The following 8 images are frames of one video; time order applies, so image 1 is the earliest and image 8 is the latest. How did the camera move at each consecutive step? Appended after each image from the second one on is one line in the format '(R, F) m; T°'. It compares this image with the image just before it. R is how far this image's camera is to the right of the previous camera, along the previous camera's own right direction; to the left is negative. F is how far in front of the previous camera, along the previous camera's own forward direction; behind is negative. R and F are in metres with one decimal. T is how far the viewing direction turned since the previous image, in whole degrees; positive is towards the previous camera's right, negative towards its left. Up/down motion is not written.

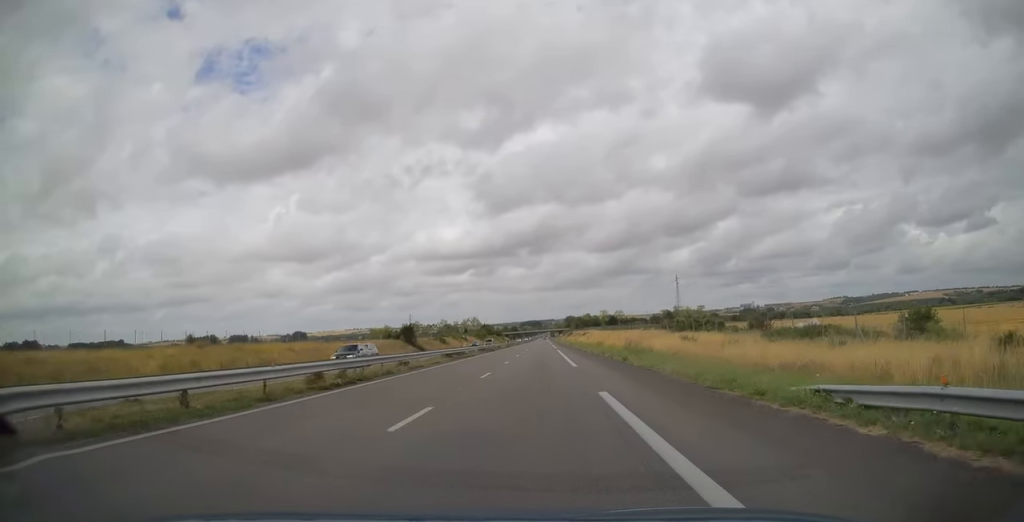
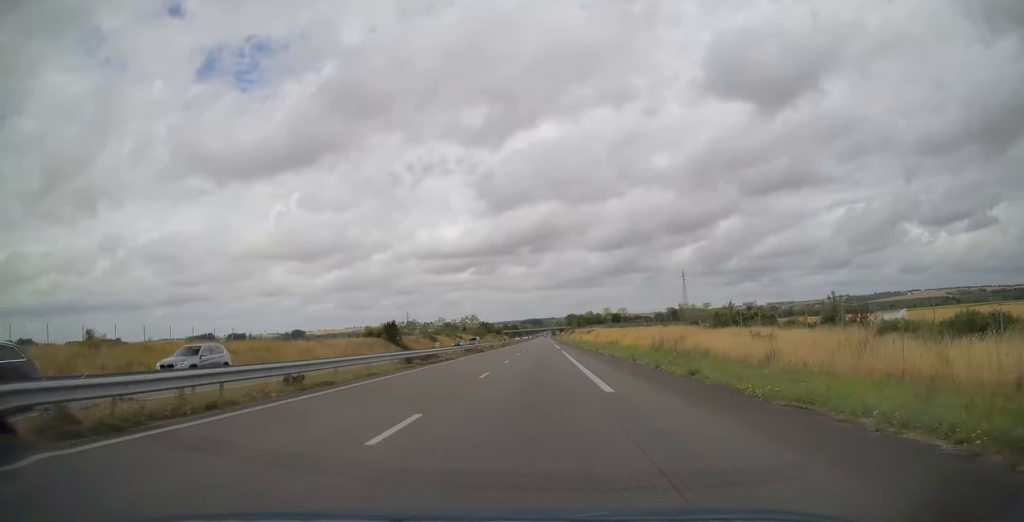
(0.0, +14.4) m; 0°
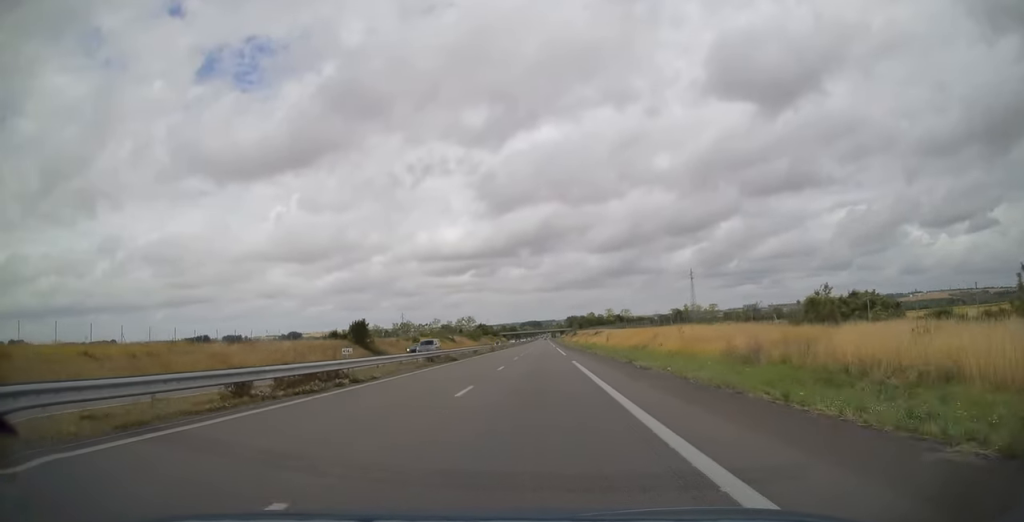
(0.0, +18.7) m; 0°
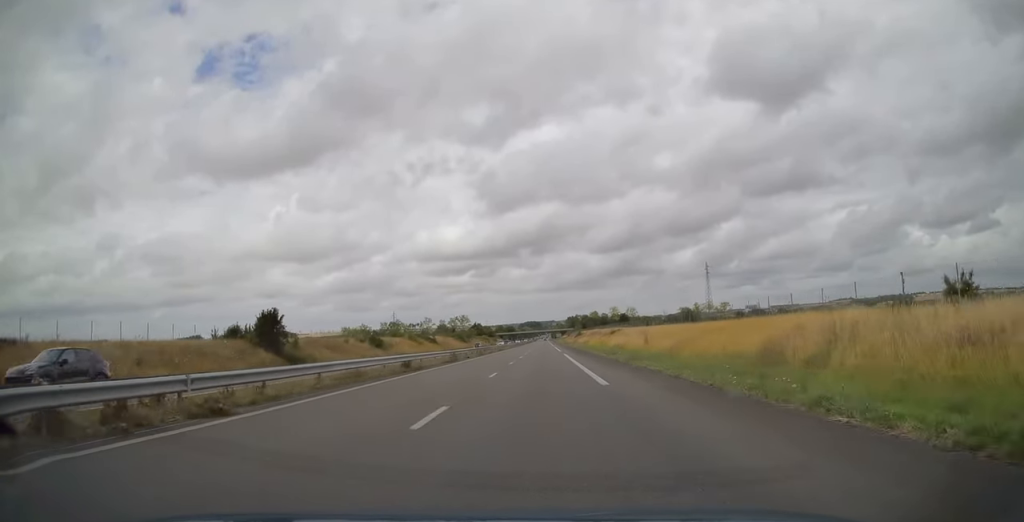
(0.0, +31.1) m; 0°
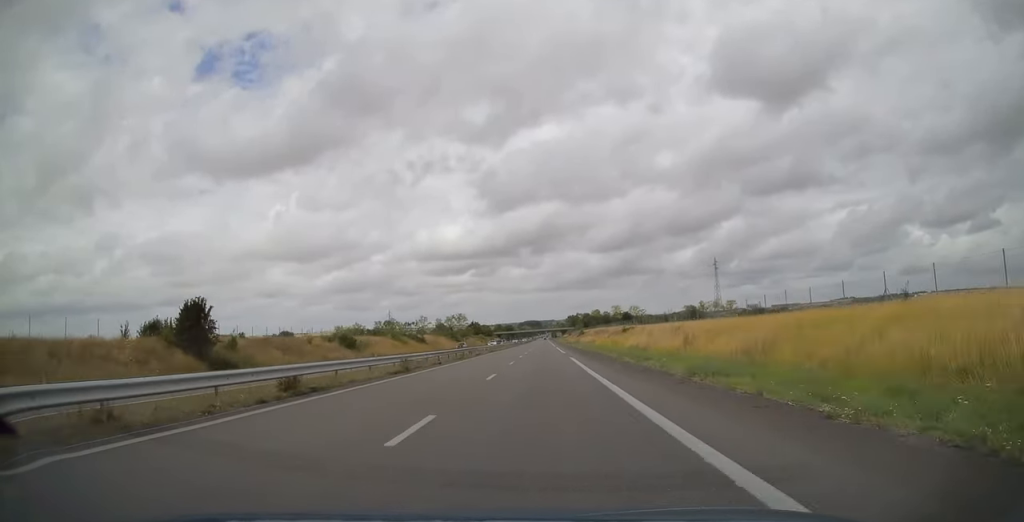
(0.0, +14.5) m; 0°
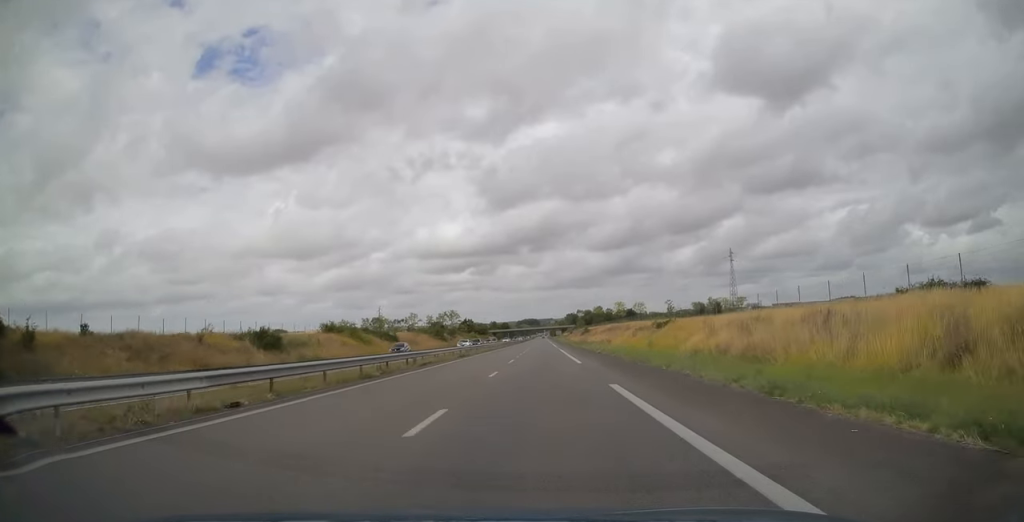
(0.0, +25.3) m; 0°
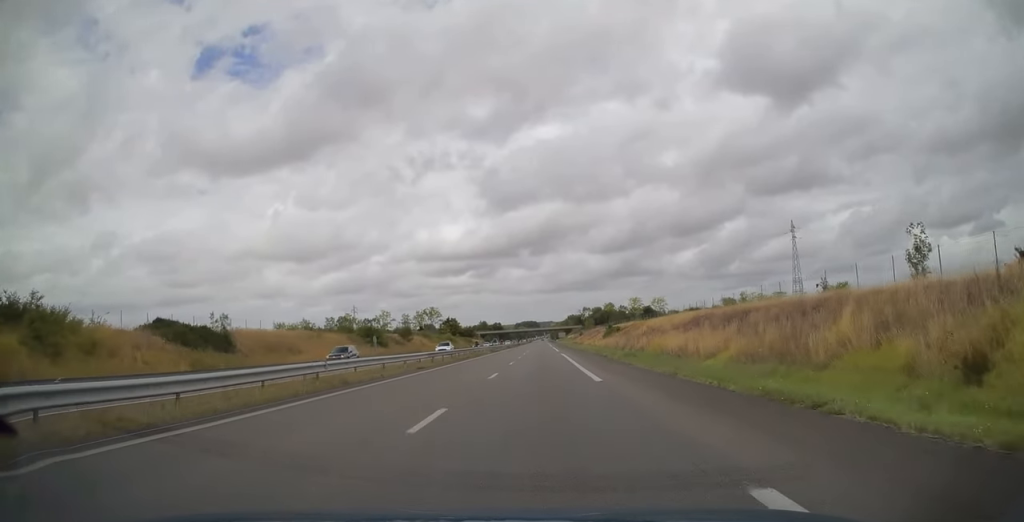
(0.0, +64.7) m; 0°
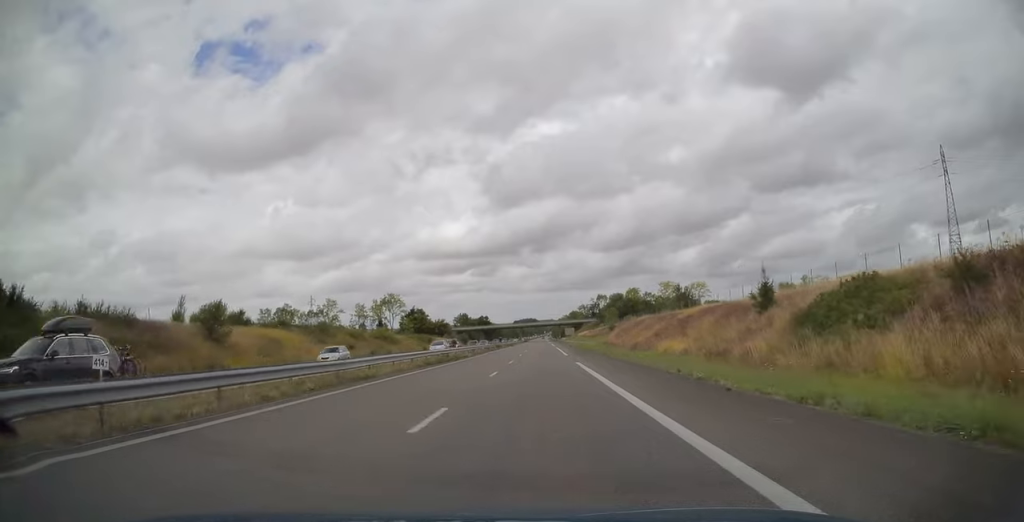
(+0.1, +78.4) m; 0°
